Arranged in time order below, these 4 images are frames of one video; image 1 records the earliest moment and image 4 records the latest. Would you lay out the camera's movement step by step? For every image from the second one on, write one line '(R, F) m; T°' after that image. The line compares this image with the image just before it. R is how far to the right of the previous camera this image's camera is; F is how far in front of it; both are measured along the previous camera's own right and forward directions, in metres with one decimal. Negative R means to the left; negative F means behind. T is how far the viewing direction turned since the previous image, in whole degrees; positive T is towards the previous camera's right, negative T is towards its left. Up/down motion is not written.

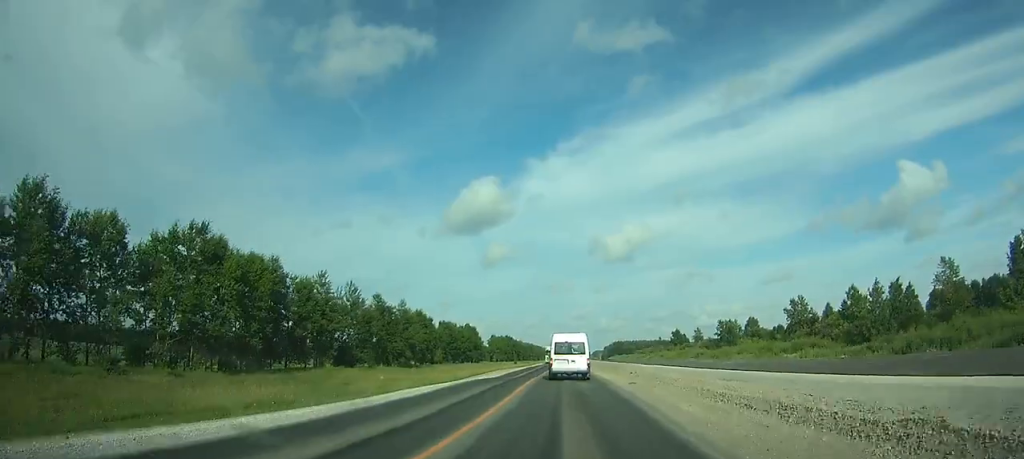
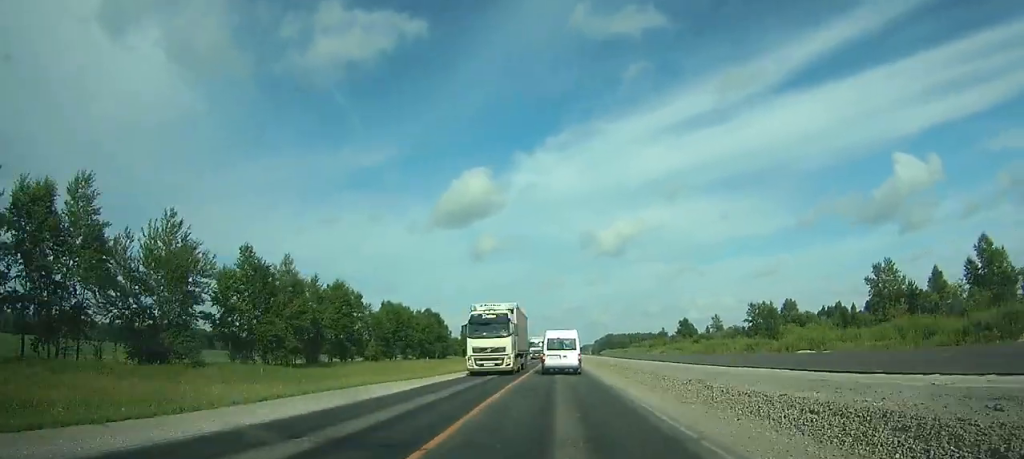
(+0.1, +49.4) m; 0°
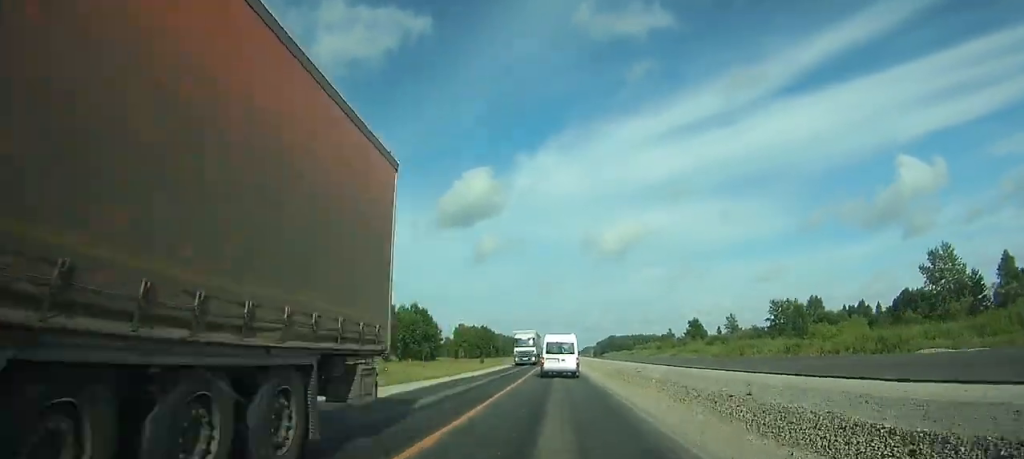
(0.0, +19.0) m; 0°
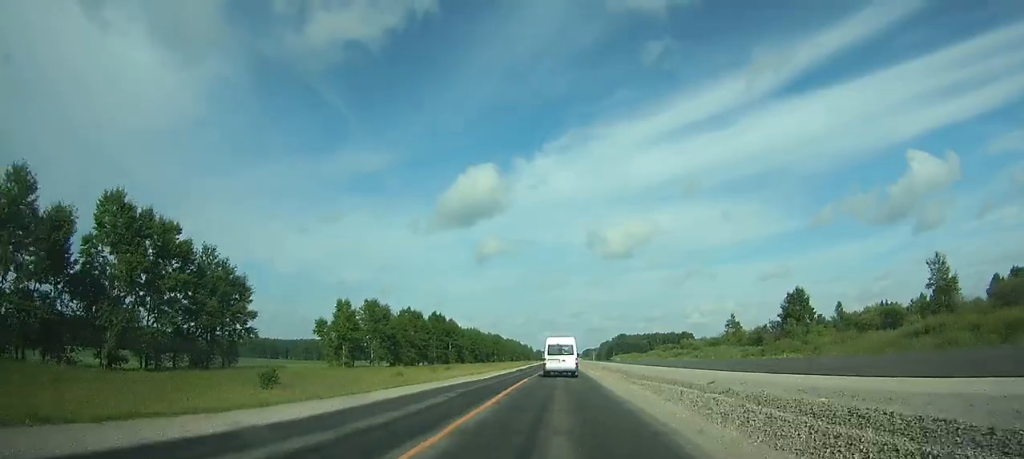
(+0.5, +120.5) m; +1°
